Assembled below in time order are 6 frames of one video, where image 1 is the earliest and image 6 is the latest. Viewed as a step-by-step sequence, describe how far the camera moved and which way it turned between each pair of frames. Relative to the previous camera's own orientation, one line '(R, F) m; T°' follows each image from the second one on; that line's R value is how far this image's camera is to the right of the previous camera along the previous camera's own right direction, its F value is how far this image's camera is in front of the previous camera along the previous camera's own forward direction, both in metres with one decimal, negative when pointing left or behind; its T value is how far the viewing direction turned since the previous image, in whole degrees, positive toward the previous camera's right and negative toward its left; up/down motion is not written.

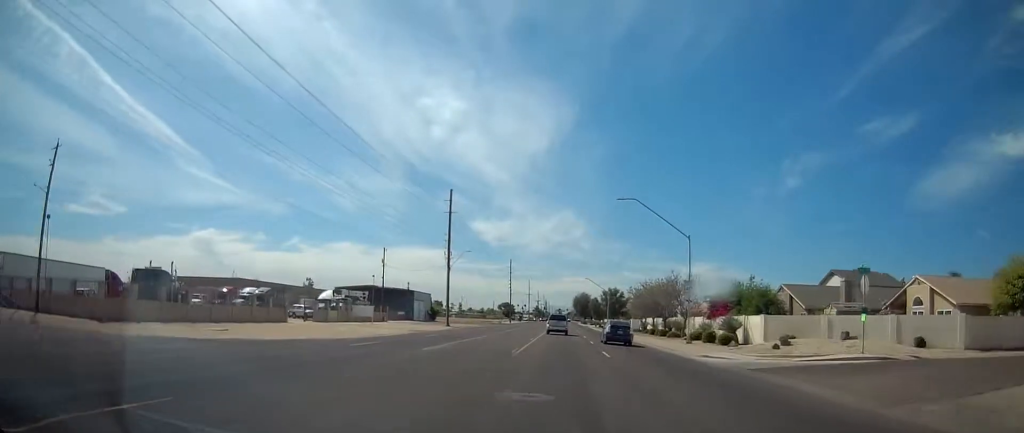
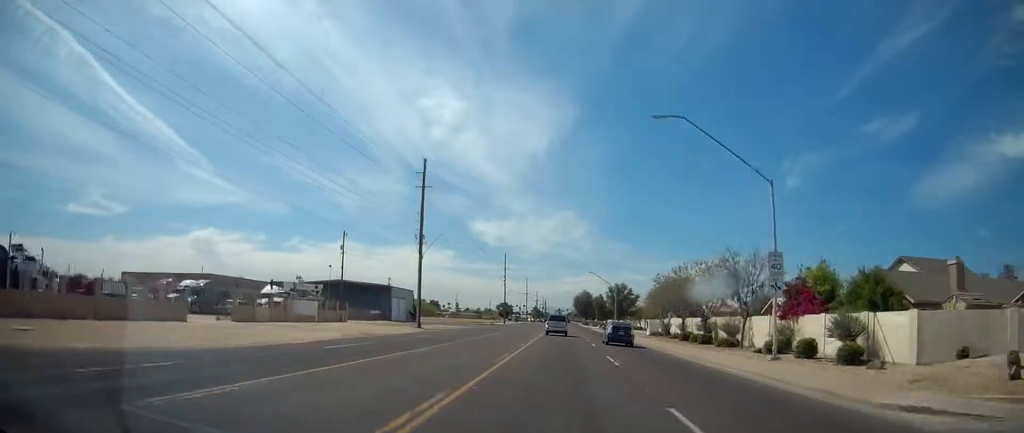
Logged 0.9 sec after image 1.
(0.0, +15.5) m; 0°
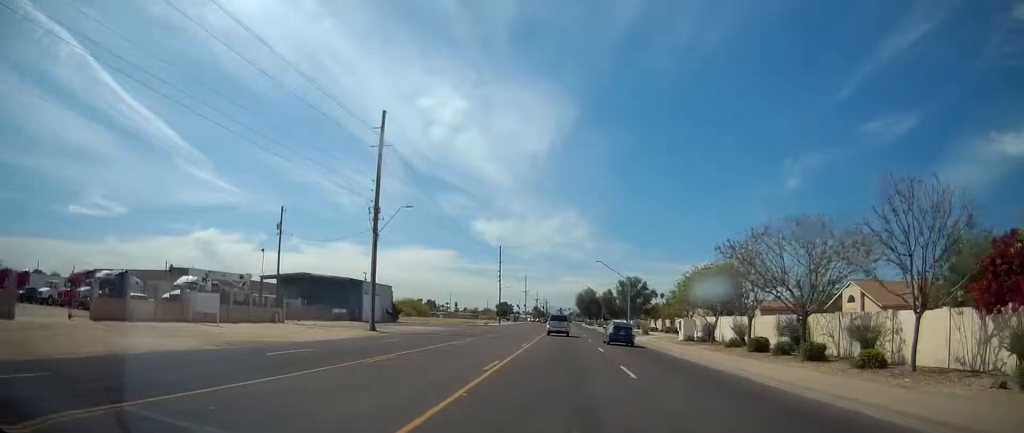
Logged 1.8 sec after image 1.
(0.0, +16.1) m; 0°
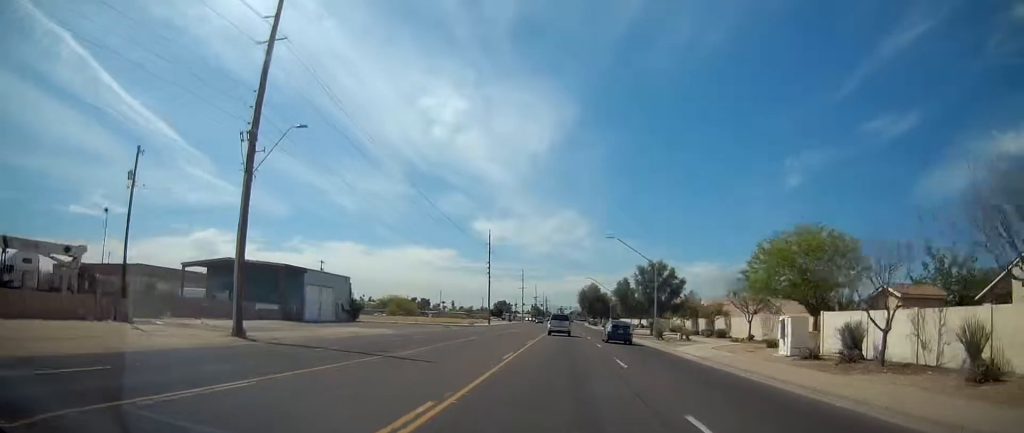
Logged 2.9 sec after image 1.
(0.0, +21.1) m; 0°
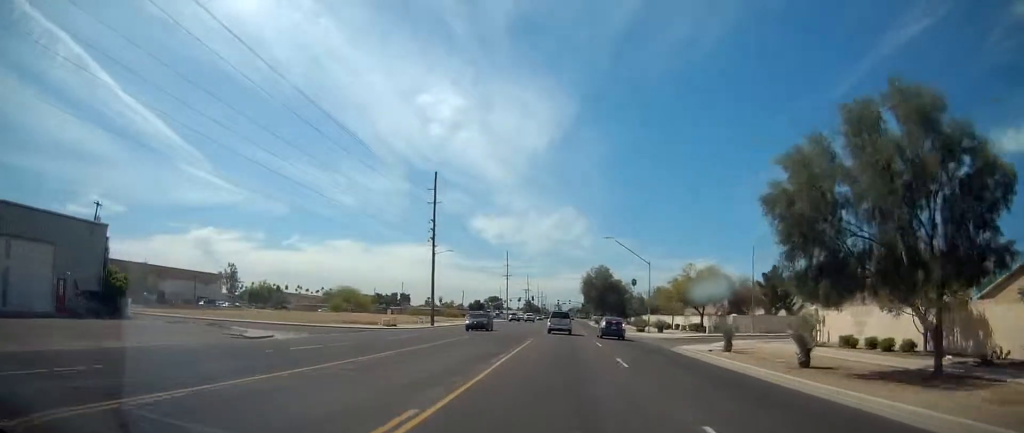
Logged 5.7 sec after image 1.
(+0.1, +49.1) m; +2°
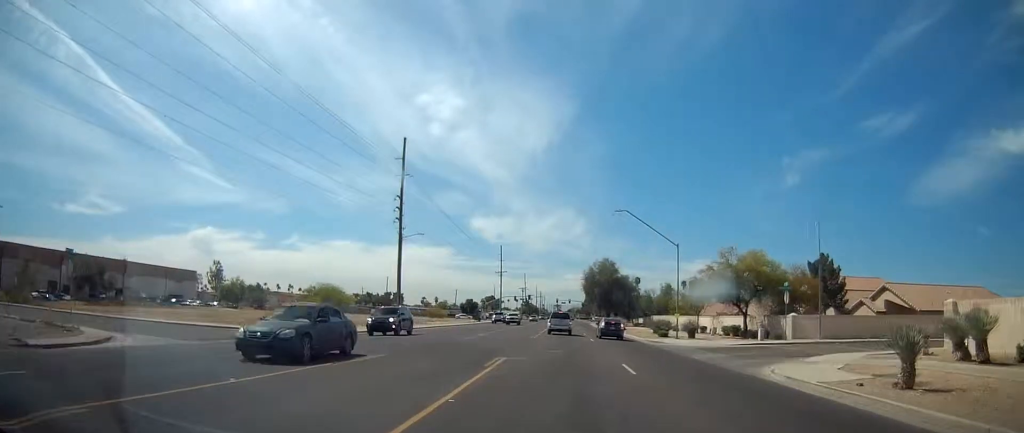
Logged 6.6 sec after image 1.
(+0.7, +13.7) m; -3°
